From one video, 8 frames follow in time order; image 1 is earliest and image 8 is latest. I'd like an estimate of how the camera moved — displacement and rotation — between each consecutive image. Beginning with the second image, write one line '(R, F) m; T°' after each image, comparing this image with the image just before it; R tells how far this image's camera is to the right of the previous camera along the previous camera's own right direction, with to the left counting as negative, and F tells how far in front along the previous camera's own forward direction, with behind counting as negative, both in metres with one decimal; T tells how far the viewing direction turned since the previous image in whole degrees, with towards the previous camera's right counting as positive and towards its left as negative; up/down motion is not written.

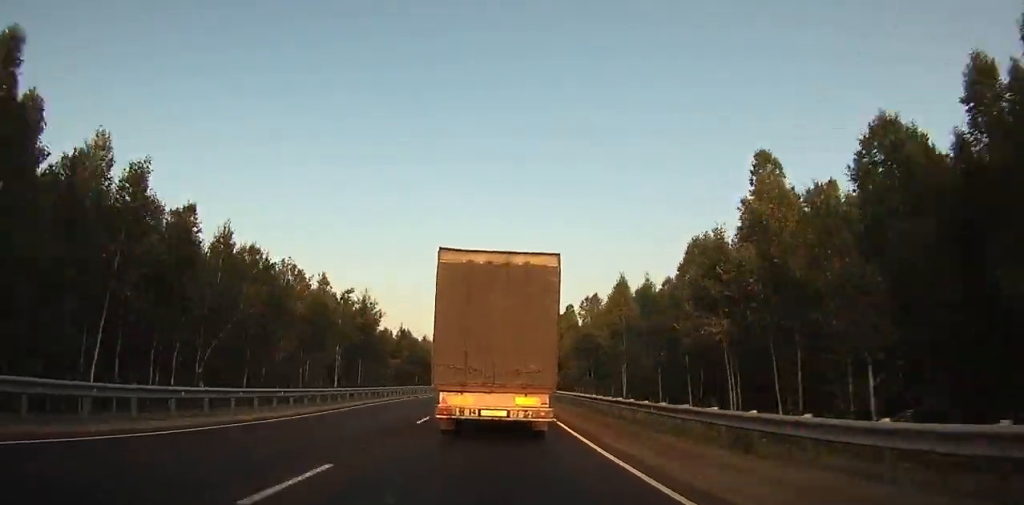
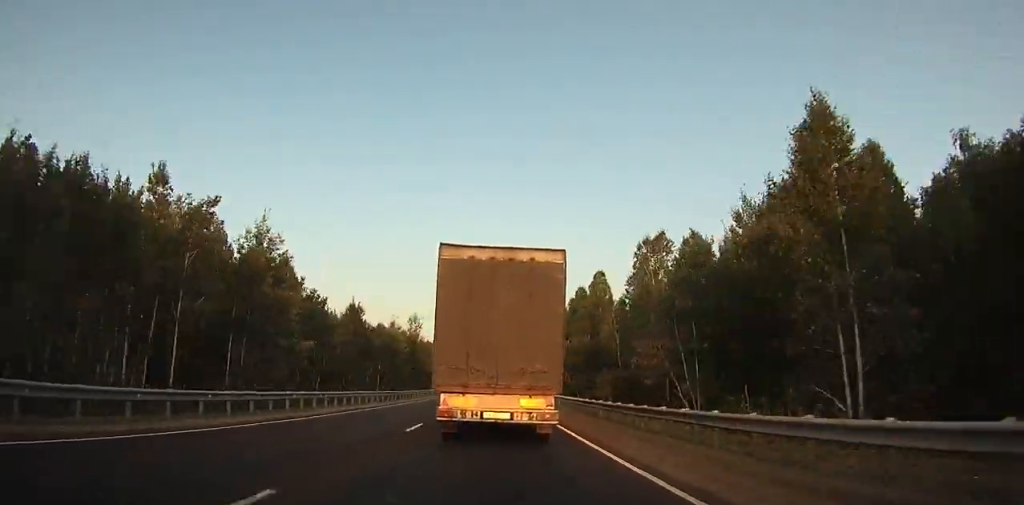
(-0.1, +25.7) m; 0°
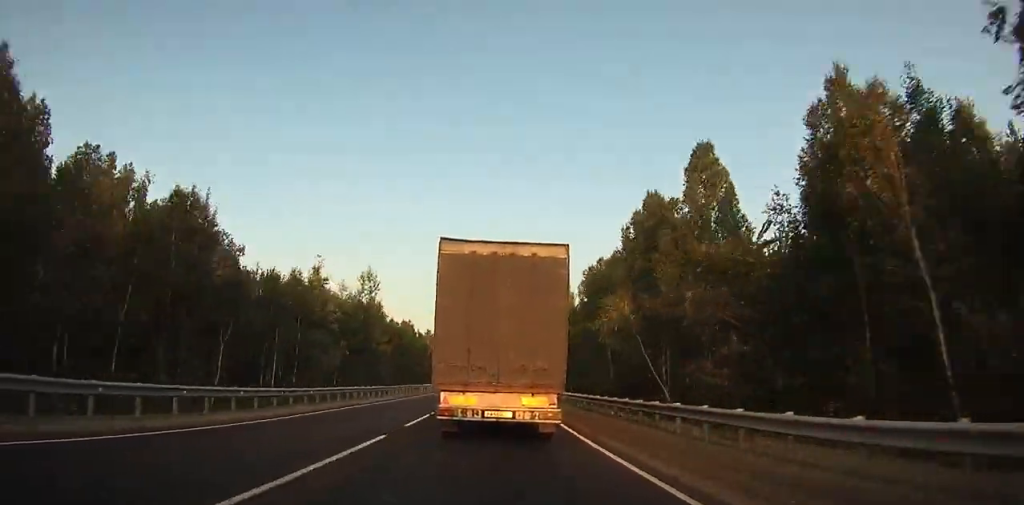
(-0.3, +29.6) m; 0°
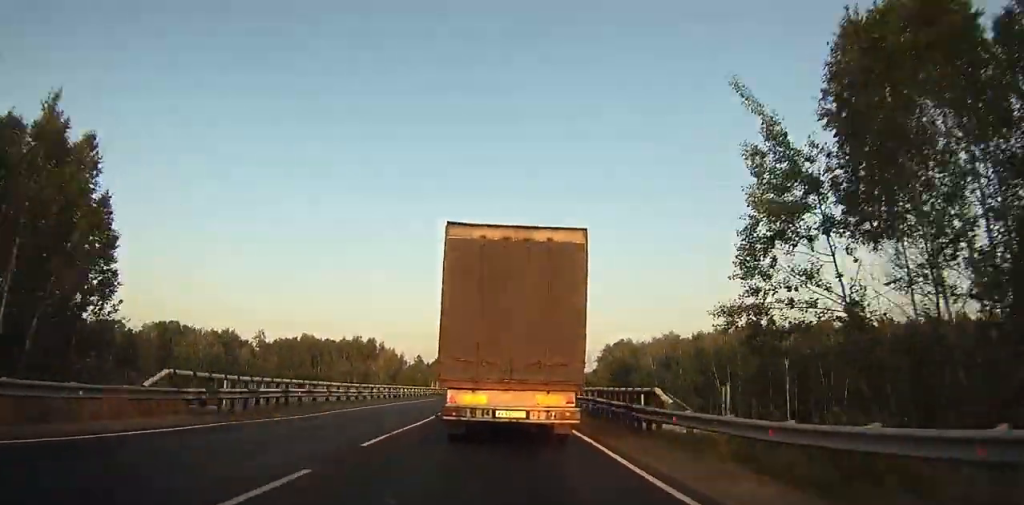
(+5.7, +161.3) m; +2°
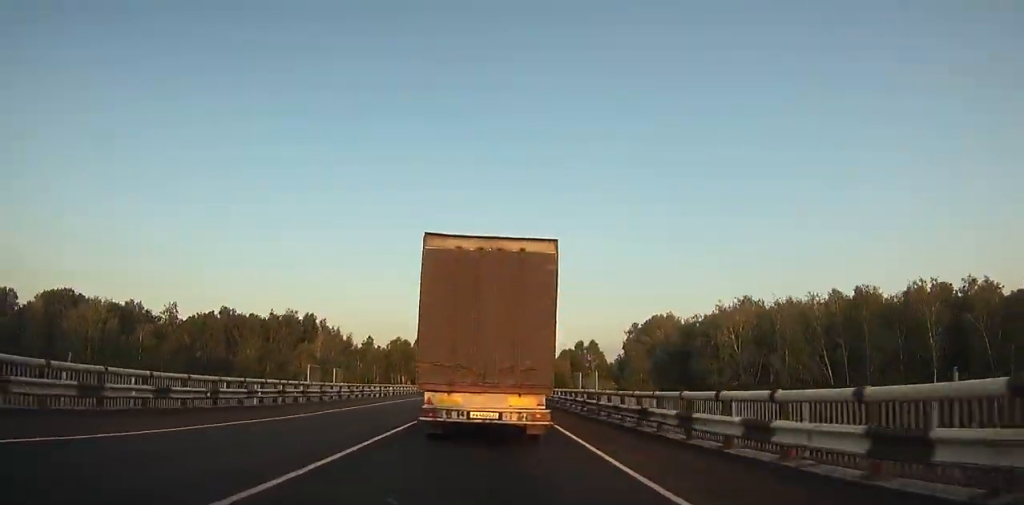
(-1.0, +48.4) m; 0°
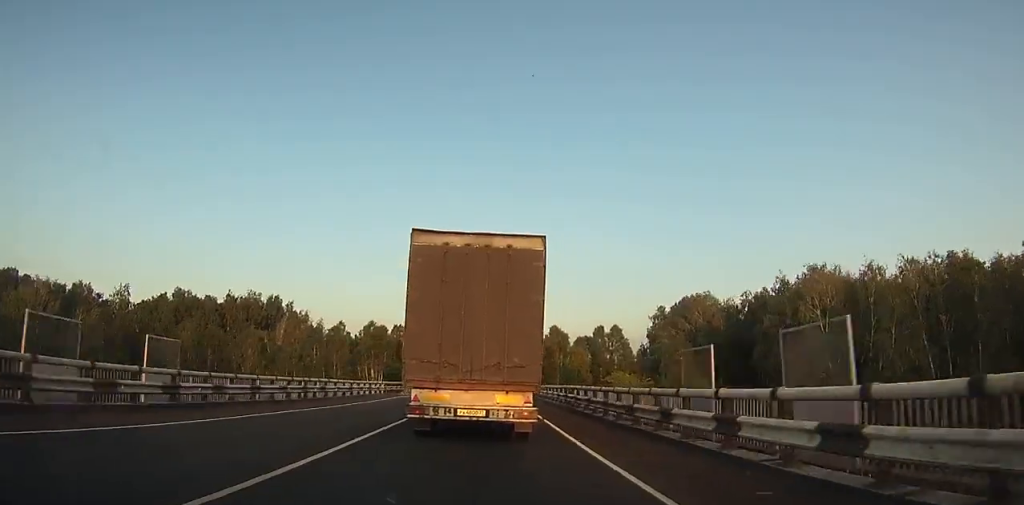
(-0.2, +20.3) m; 0°
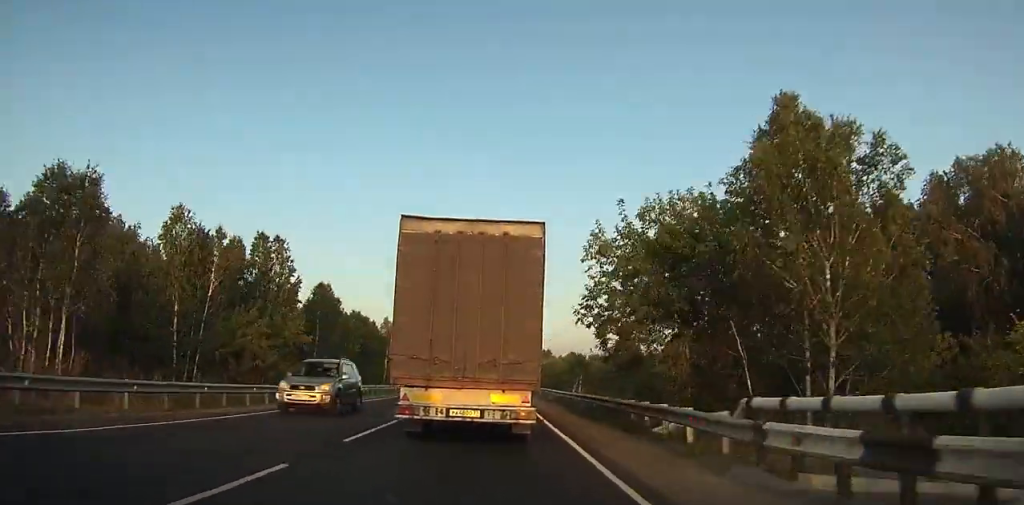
(+1.3, +51.3) m; 0°
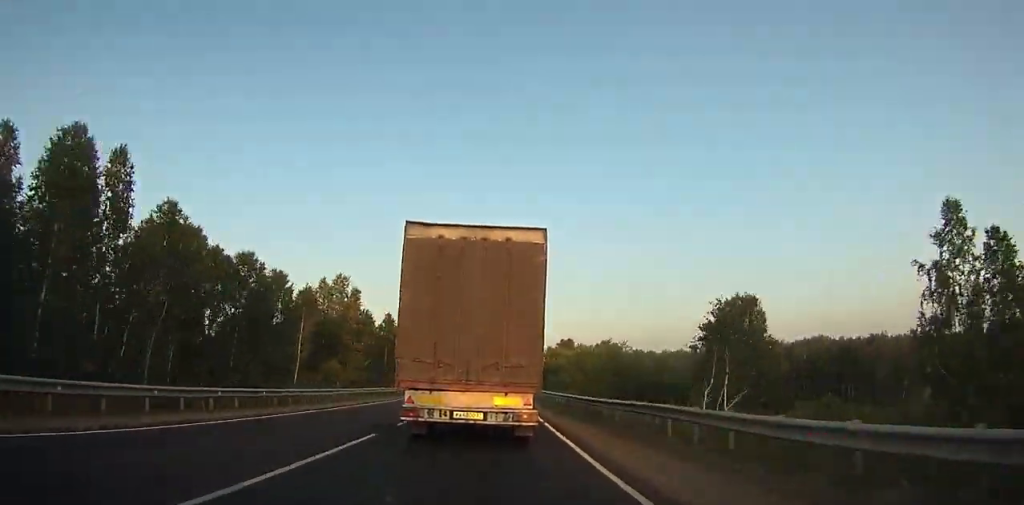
(-1.0, +30.9) m; -1°
